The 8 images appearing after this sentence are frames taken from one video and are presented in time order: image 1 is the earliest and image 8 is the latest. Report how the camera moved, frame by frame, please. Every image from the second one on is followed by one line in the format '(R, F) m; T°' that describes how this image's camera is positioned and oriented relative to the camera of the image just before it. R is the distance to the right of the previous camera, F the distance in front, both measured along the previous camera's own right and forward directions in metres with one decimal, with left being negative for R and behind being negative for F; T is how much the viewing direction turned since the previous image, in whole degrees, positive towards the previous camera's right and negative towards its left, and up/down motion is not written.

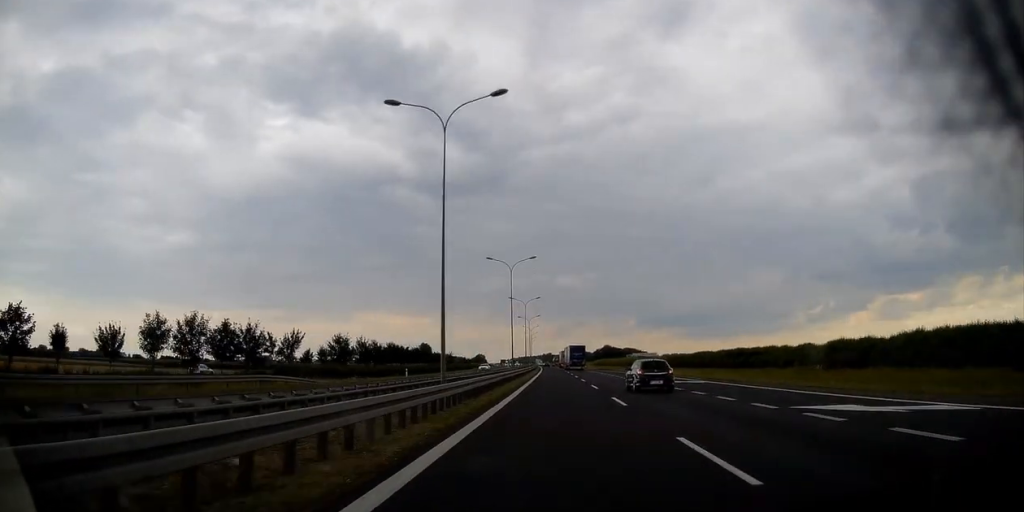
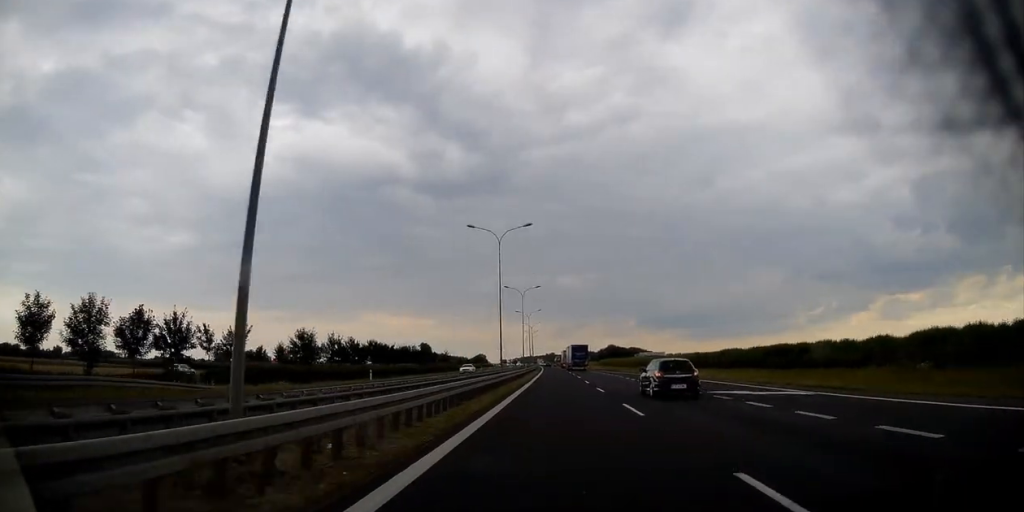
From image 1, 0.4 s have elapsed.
(0.0, +15.5) m; 0°
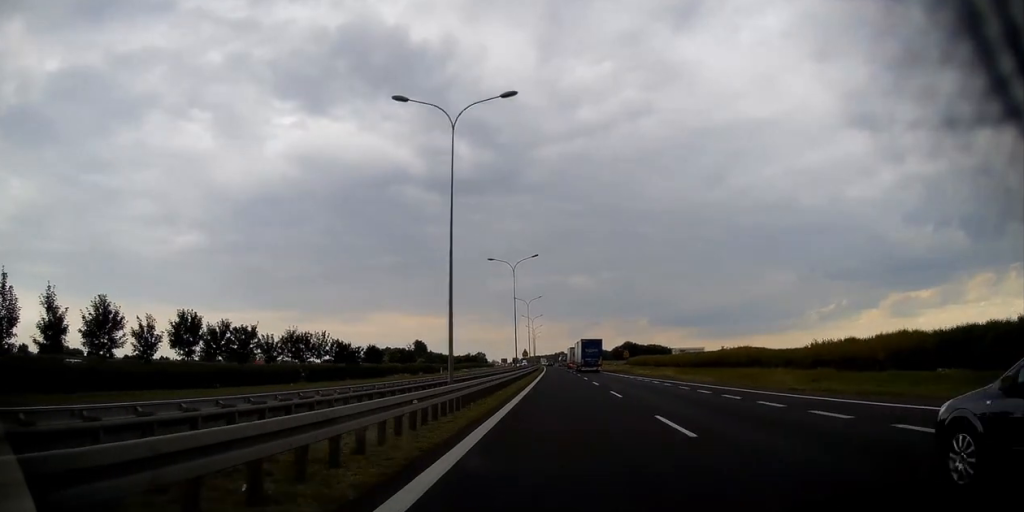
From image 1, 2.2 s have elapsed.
(-0.1, +64.5) m; 0°
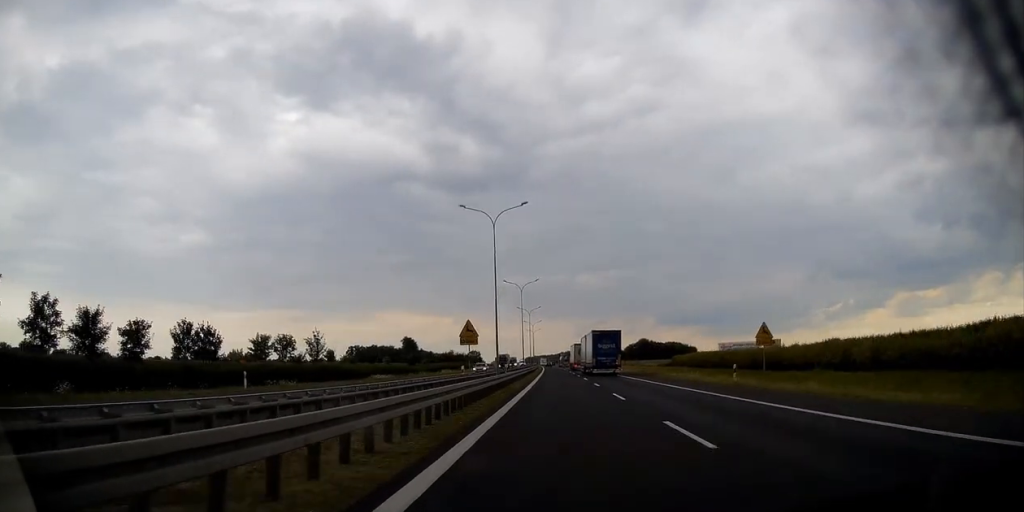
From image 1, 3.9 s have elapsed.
(-0.6, +61.3) m; -1°
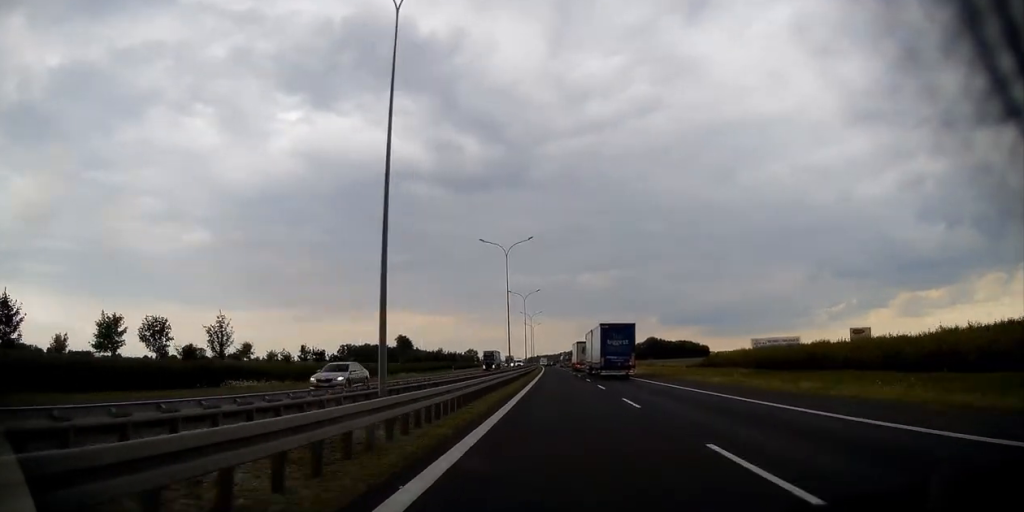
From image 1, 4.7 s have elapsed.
(+0.1, +27.8) m; 0°
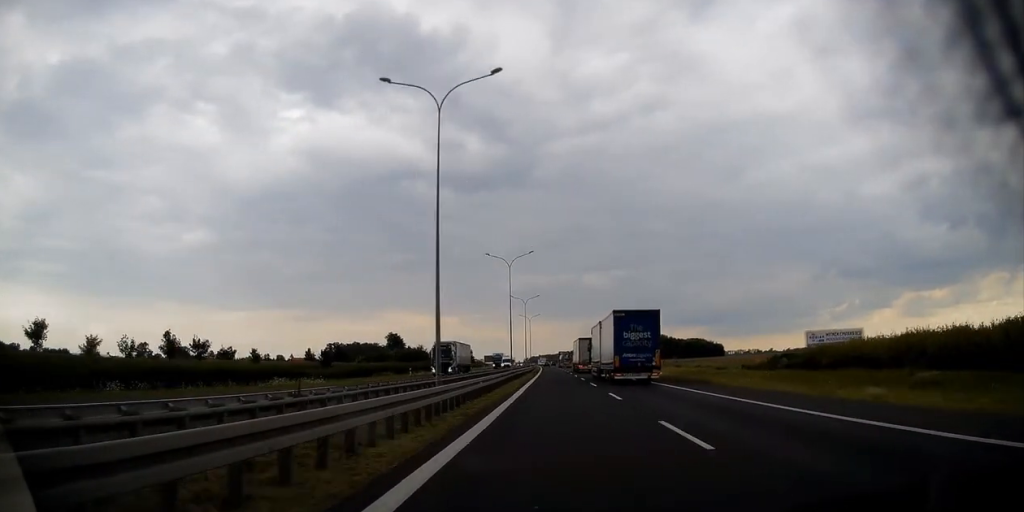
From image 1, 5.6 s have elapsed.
(-0.3, +32.7) m; 0°
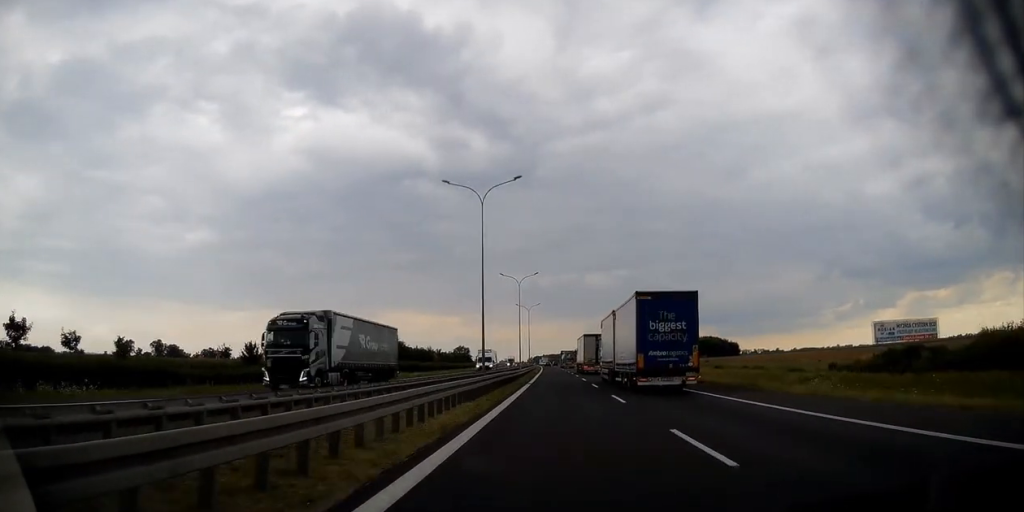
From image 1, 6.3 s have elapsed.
(+0.1, +25.4) m; 0°
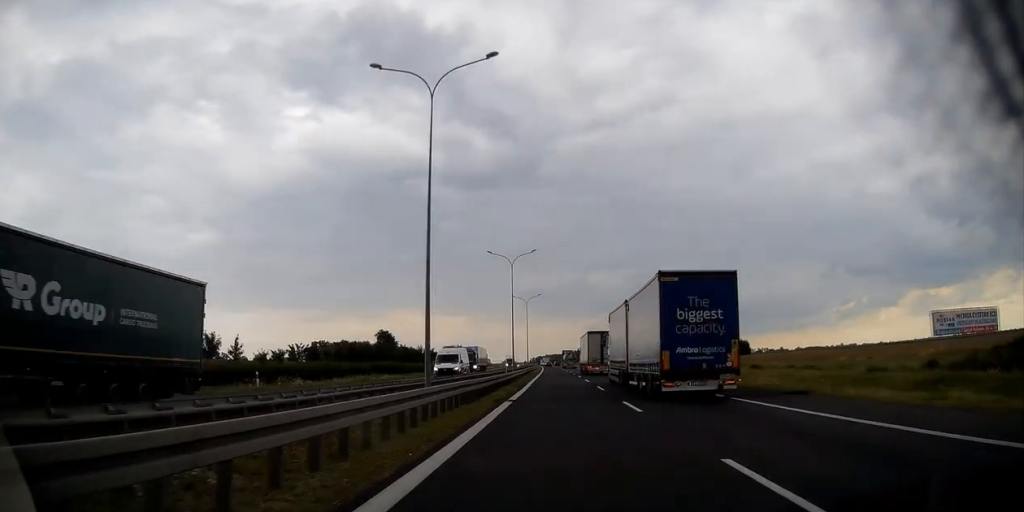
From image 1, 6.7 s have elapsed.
(+0.1, +15.8) m; 0°
